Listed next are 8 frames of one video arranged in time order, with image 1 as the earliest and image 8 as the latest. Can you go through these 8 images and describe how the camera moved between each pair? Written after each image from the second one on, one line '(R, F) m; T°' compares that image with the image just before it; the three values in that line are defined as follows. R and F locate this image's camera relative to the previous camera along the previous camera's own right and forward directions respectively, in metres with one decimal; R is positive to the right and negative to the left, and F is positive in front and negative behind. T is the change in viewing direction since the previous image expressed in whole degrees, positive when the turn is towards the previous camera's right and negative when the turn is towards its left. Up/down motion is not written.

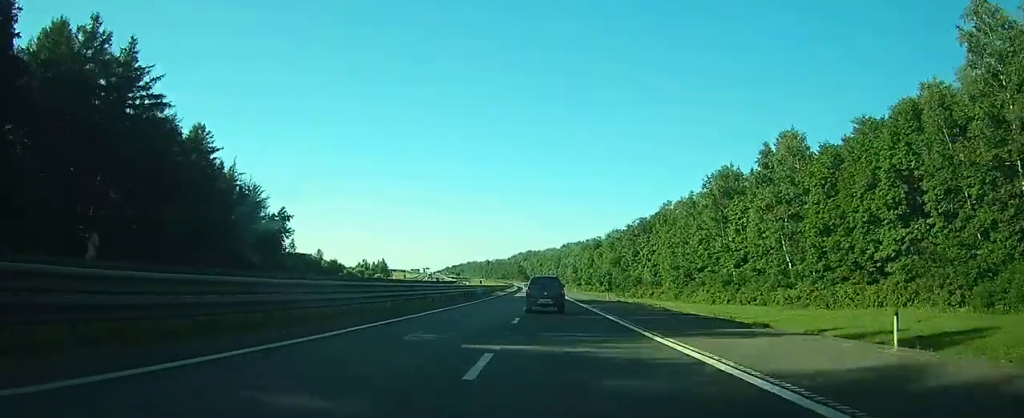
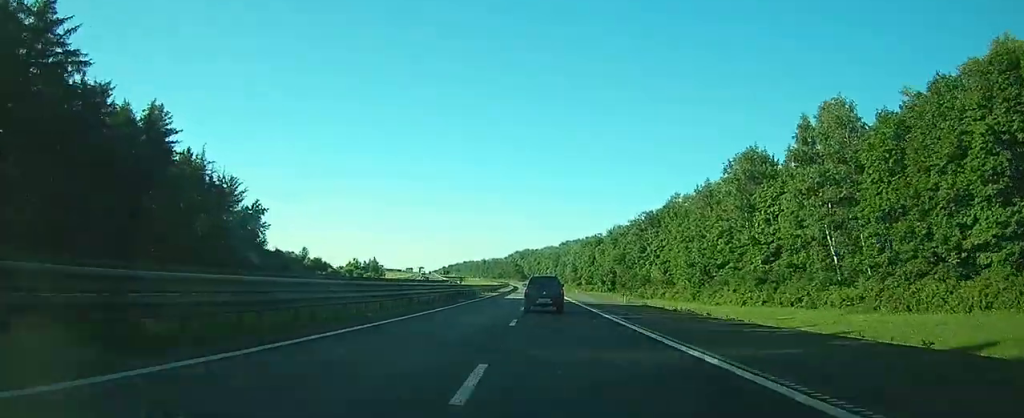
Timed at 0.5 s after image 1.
(0.0, +13.6) m; 0°
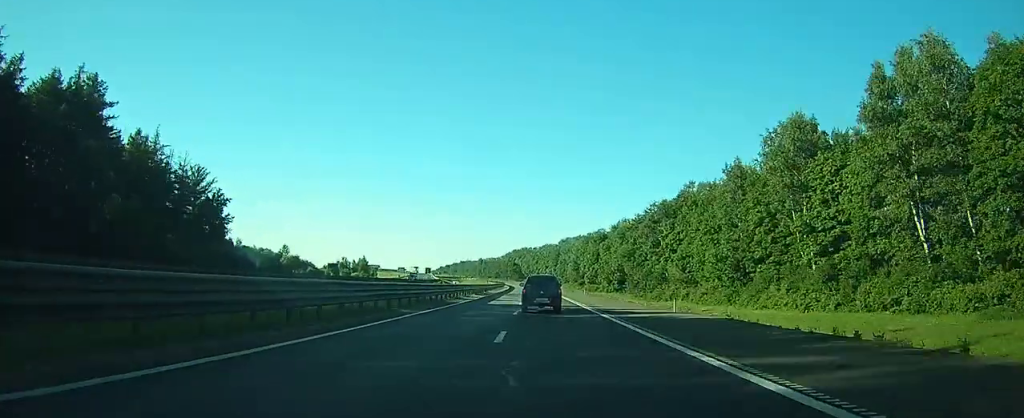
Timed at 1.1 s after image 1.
(0.0, +17.4) m; 0°
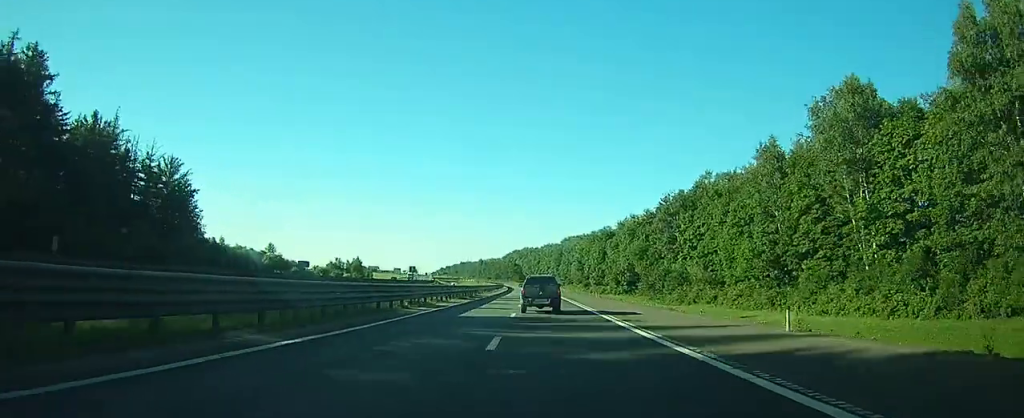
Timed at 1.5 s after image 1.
(0.0, +13.5) m; 0°
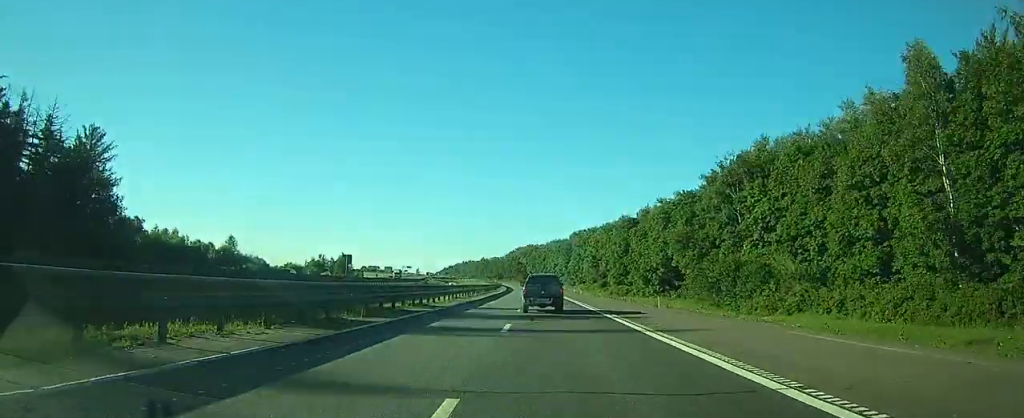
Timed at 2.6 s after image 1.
(0.0, +31.7) m; 0°
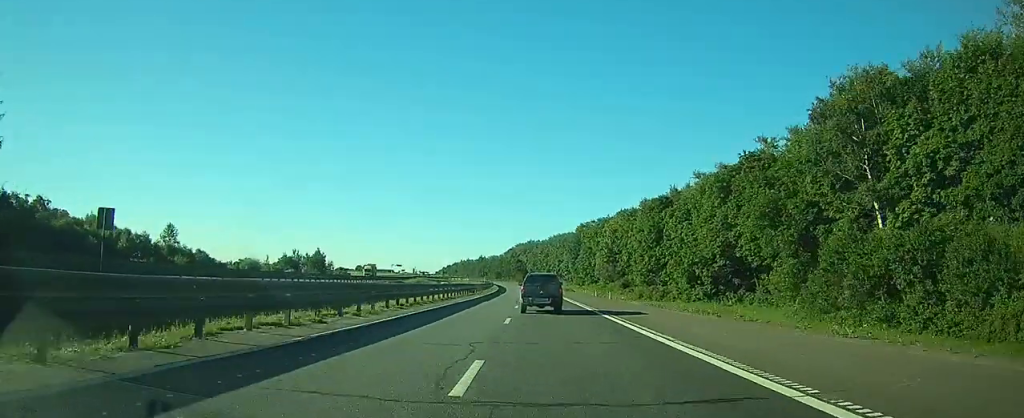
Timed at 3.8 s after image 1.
(-0.1, +32.6) m; 0°
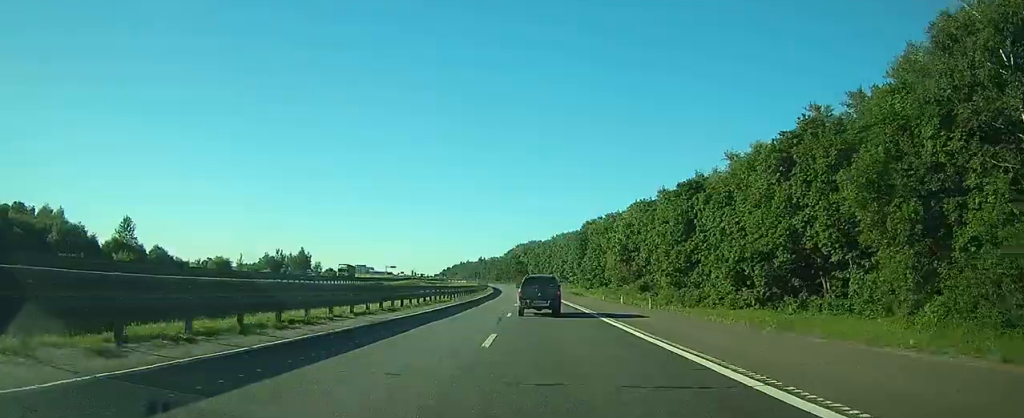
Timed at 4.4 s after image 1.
(0.0, +18.2) m; 0°
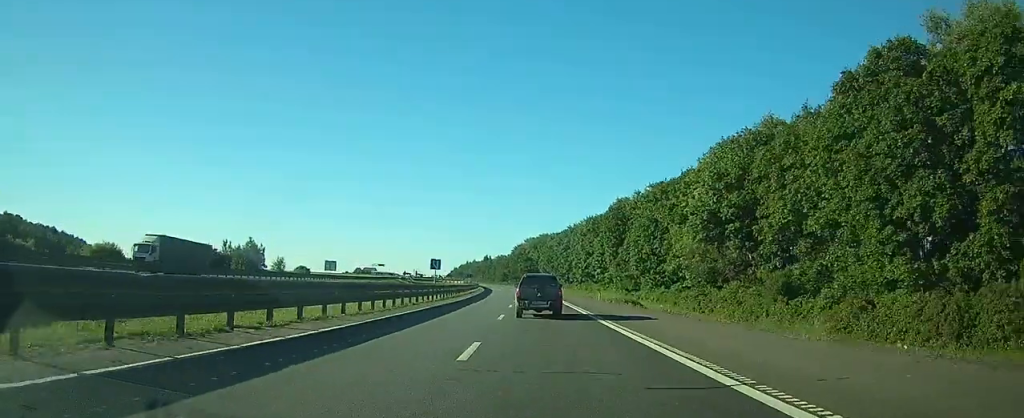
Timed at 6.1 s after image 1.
(-0.3, +49.9) m; -1°
